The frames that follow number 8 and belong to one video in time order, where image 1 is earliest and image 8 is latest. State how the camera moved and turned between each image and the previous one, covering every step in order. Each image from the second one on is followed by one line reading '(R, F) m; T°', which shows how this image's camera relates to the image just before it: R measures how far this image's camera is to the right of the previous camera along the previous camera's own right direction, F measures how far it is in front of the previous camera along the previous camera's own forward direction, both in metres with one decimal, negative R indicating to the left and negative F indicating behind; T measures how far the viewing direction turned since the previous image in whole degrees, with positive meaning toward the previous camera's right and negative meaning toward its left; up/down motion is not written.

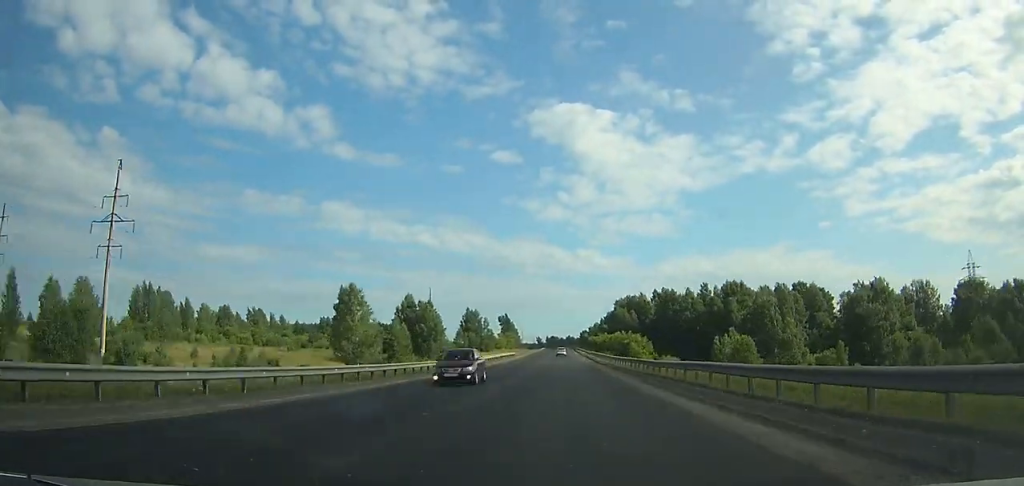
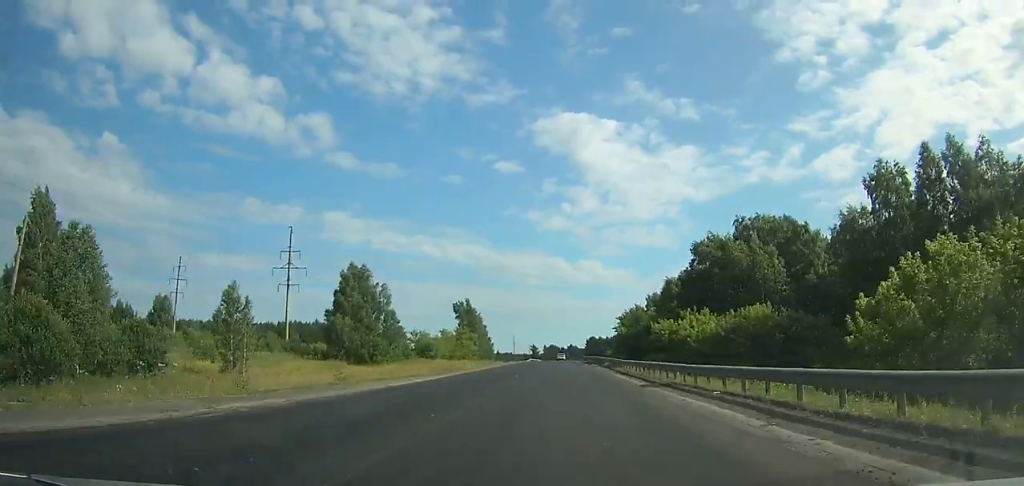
(+0.4, +121.0) m; 0°
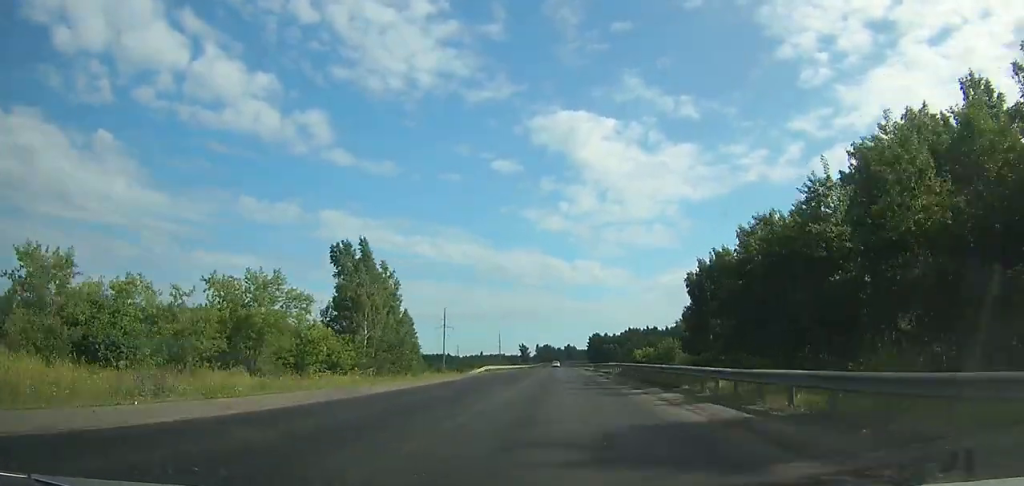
(+0.1, +89.9) m; 0°
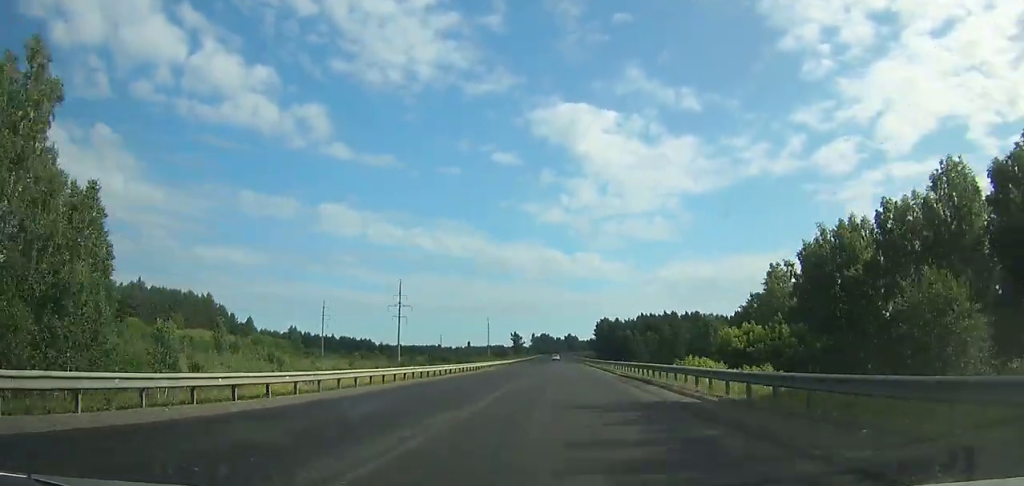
(+0.1, +66.1) m; 0°
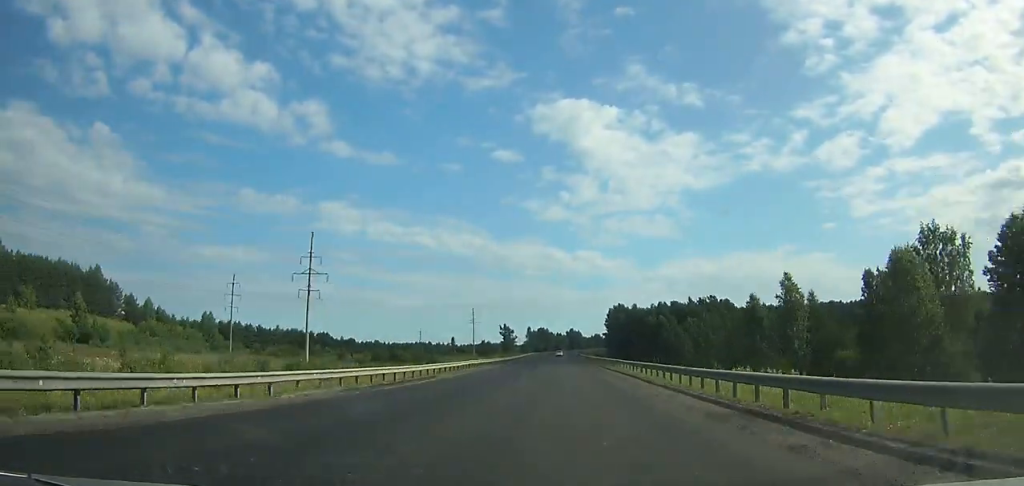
(0.0, +62.5) m; 0°
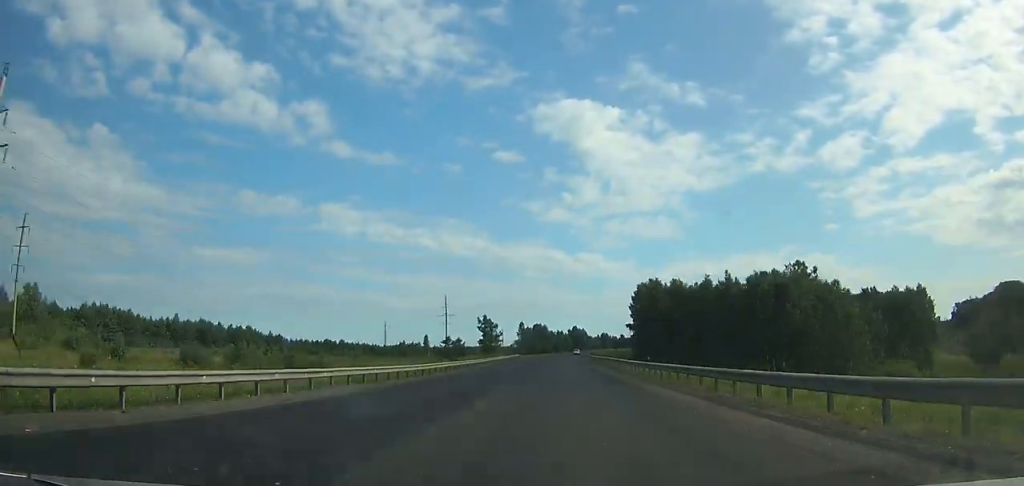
(-0.2, +69.6) m; 0°
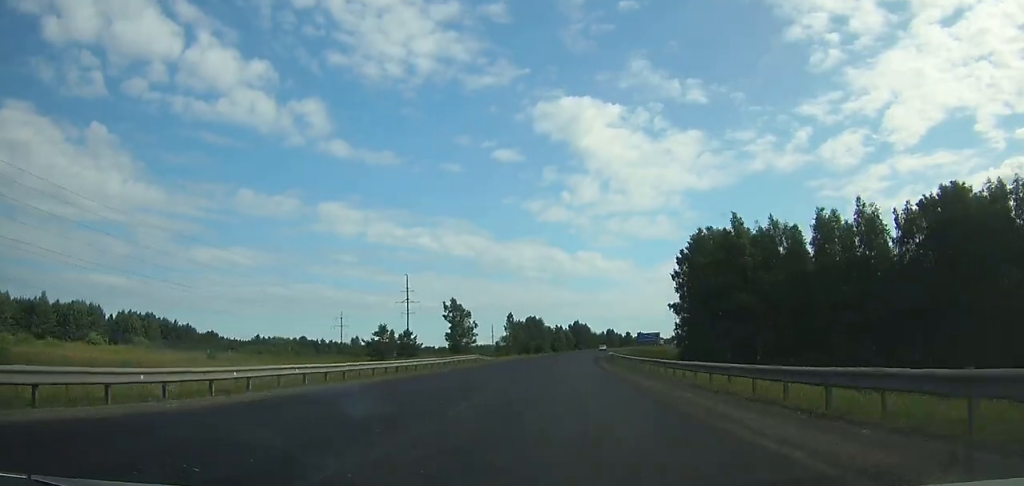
(+0.2, +53.4) m; +1°
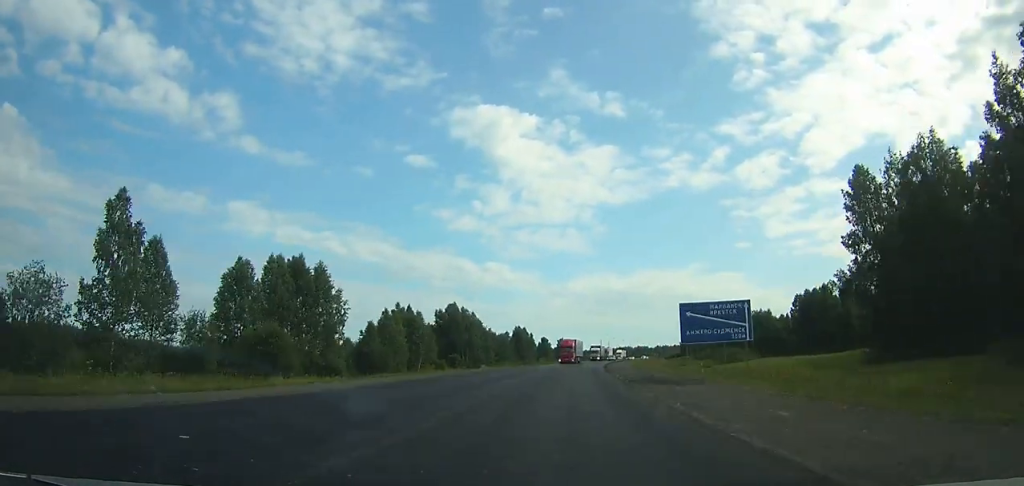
(+9.0, +157.9) m; +8°
